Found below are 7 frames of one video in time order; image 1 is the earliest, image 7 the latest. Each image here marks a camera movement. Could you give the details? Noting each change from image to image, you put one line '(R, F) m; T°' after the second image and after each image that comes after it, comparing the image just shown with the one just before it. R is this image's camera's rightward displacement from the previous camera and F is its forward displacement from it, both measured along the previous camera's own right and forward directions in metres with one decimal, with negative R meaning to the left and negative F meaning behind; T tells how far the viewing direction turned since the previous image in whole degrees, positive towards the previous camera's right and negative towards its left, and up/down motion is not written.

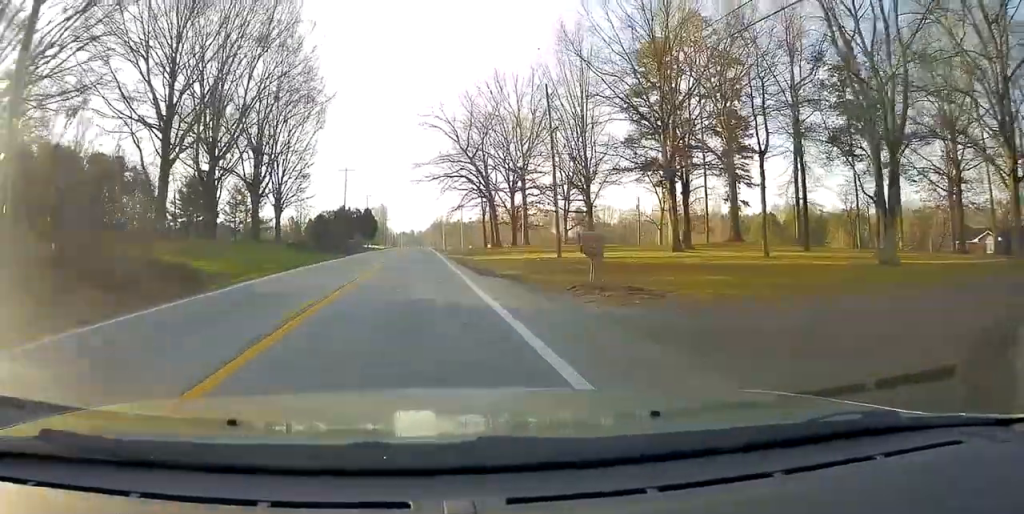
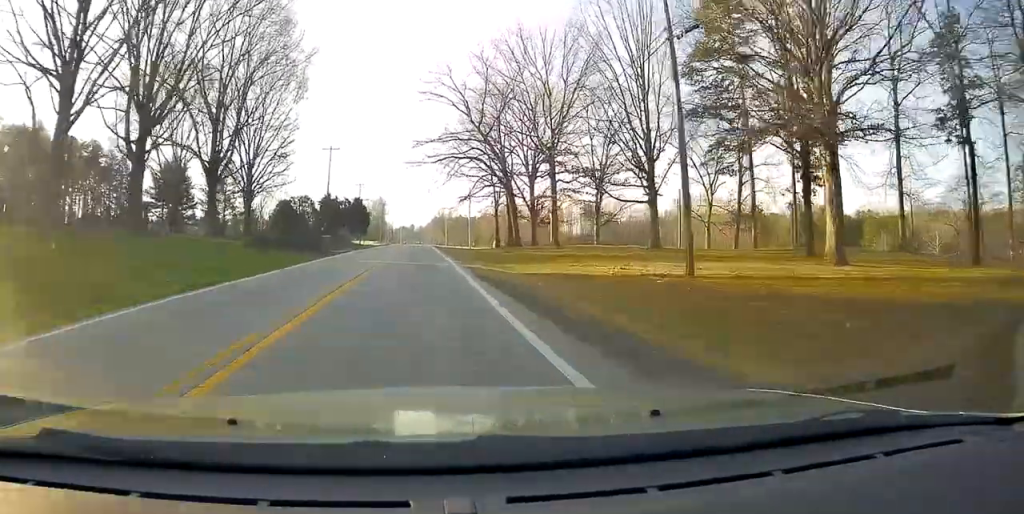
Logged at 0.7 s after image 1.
(-0.4, +17.3) m; 0°
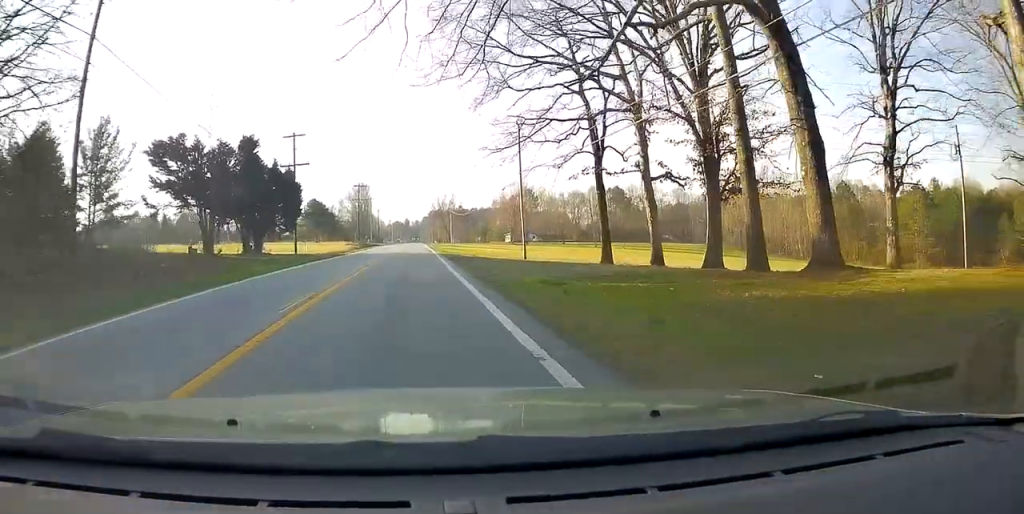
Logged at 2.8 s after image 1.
(+0.1, +55.2) m; 0°
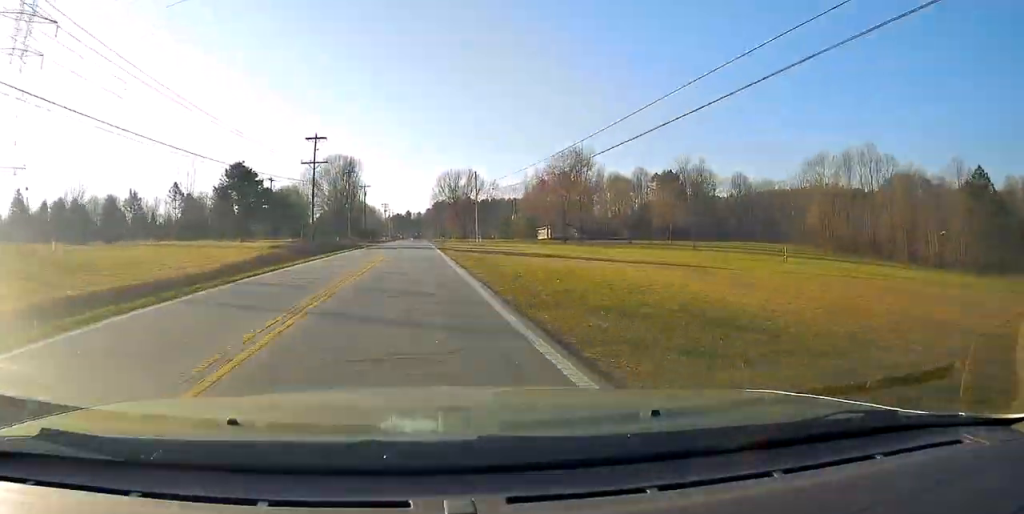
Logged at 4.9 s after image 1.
(-0.2, +54.9) m; -1°
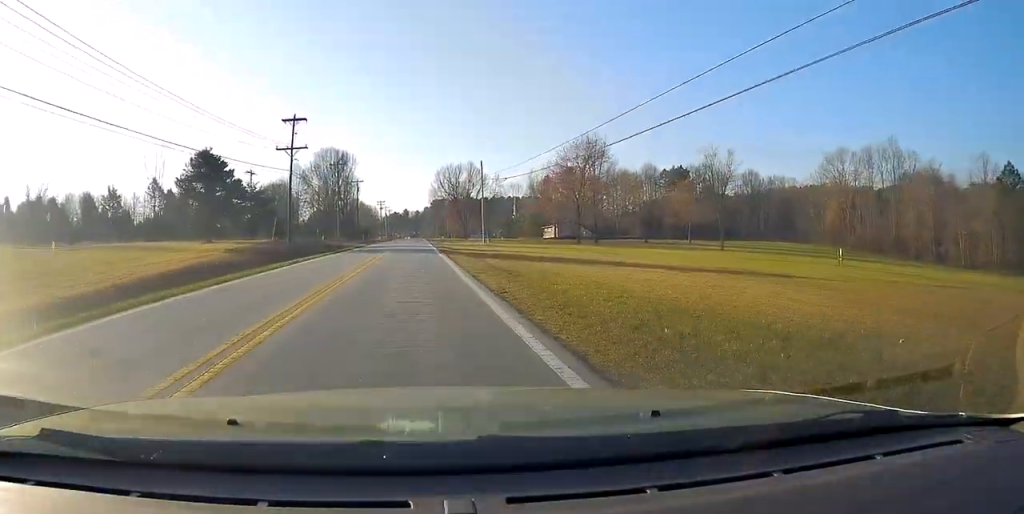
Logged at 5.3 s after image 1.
(0.0, +10.7) m; 0°
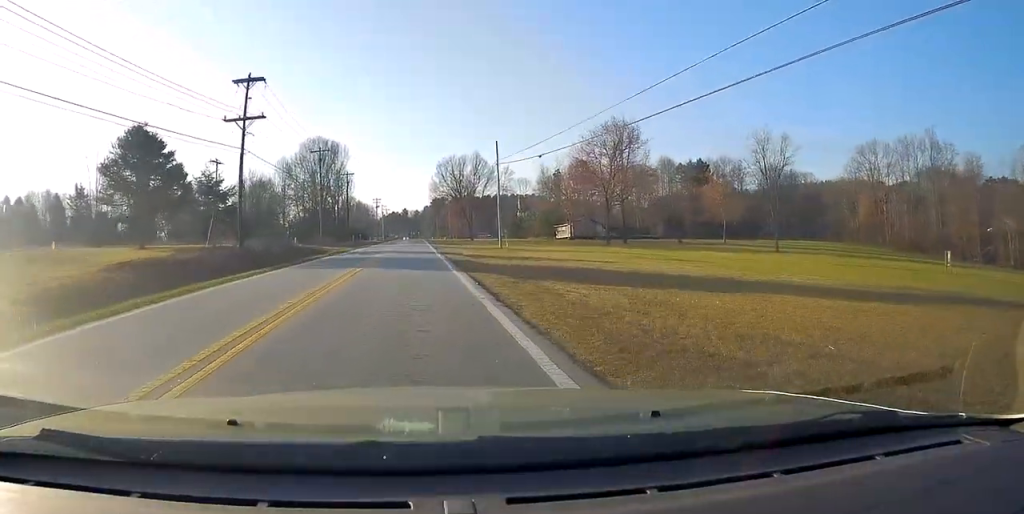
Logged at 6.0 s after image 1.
(0.0, +15.4) m; 0°
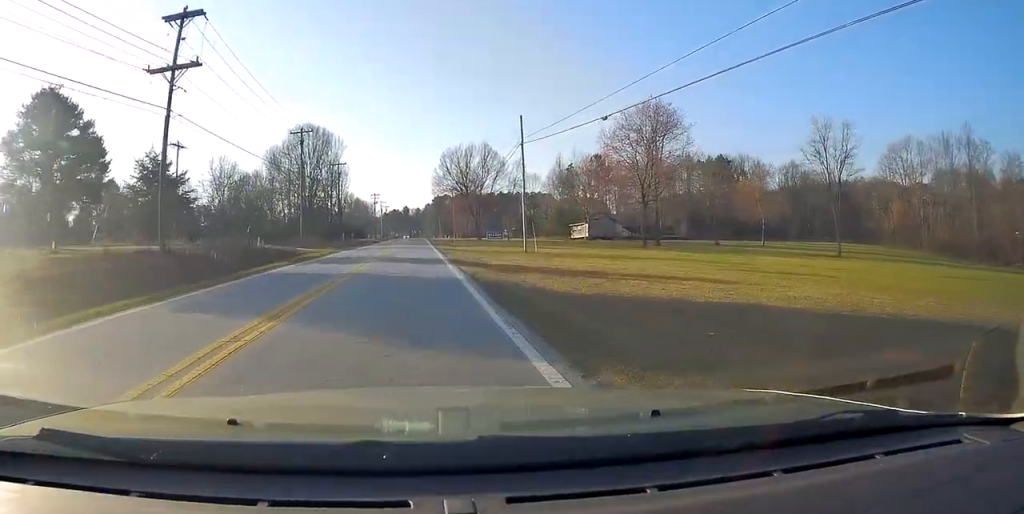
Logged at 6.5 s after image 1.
(+0.1, +13.2) m; +1°
